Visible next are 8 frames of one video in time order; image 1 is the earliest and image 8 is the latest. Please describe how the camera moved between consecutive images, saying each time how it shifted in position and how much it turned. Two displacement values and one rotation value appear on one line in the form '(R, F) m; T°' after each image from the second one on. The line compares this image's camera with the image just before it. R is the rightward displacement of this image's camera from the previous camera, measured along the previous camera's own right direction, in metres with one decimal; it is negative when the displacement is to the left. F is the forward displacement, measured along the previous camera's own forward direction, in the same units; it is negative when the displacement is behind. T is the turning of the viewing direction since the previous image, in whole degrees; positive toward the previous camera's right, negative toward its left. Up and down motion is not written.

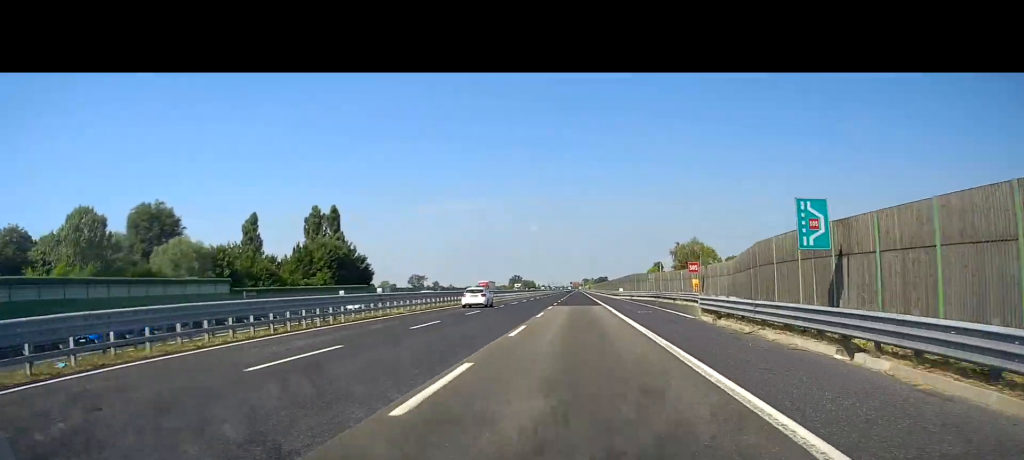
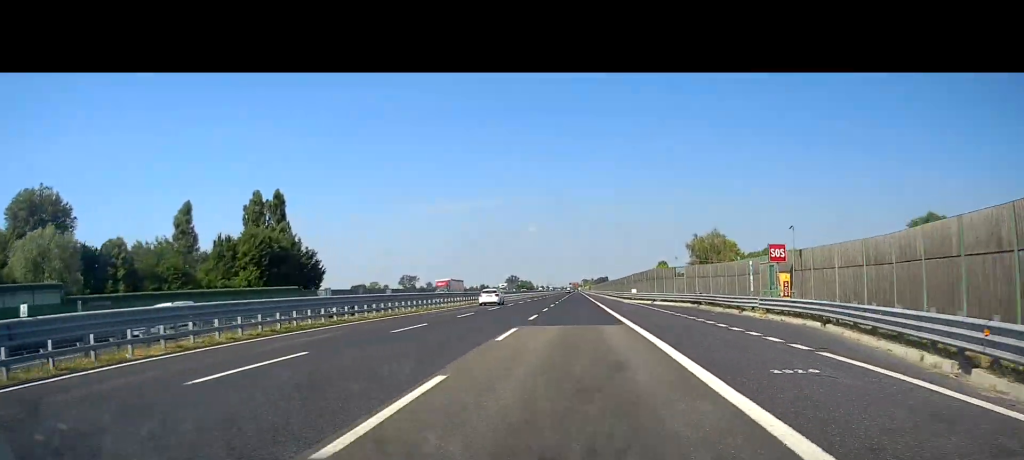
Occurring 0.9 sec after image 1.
(+0.2, +24.5) m; 0°
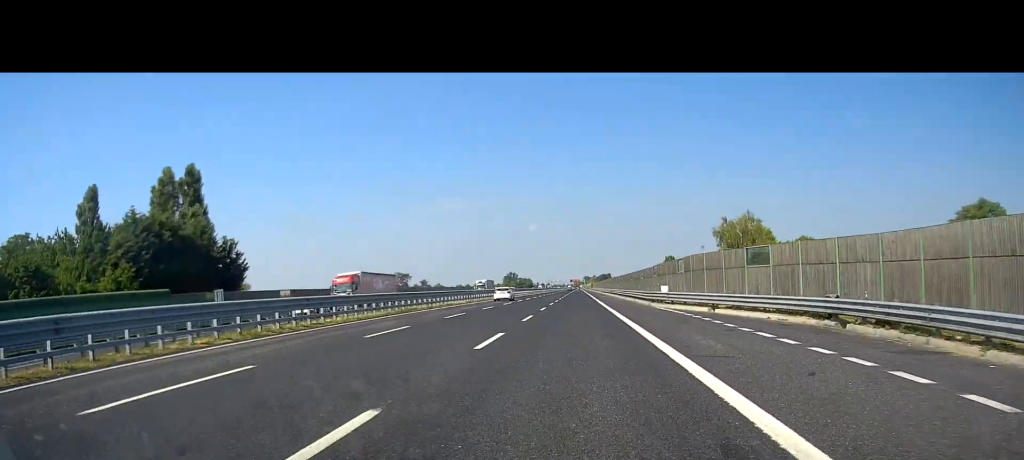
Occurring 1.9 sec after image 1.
(-0.2, +25.4) m; 0°
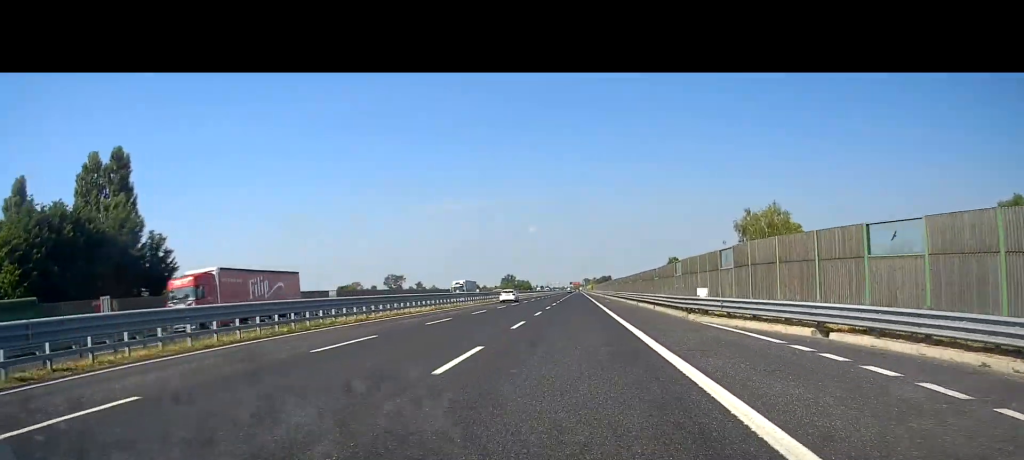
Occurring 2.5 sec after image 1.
(-0.2, +14.8) m; 0°
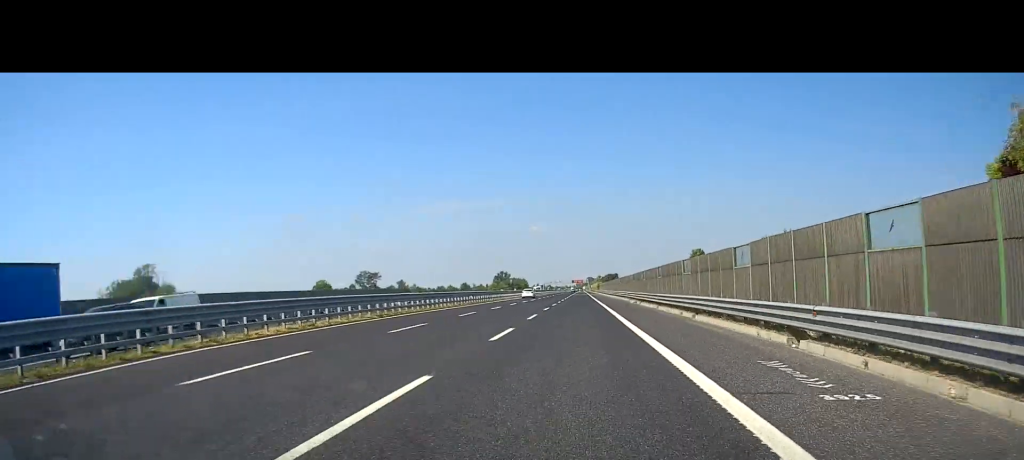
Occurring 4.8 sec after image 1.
(+0.5, +61.9) m; 0°
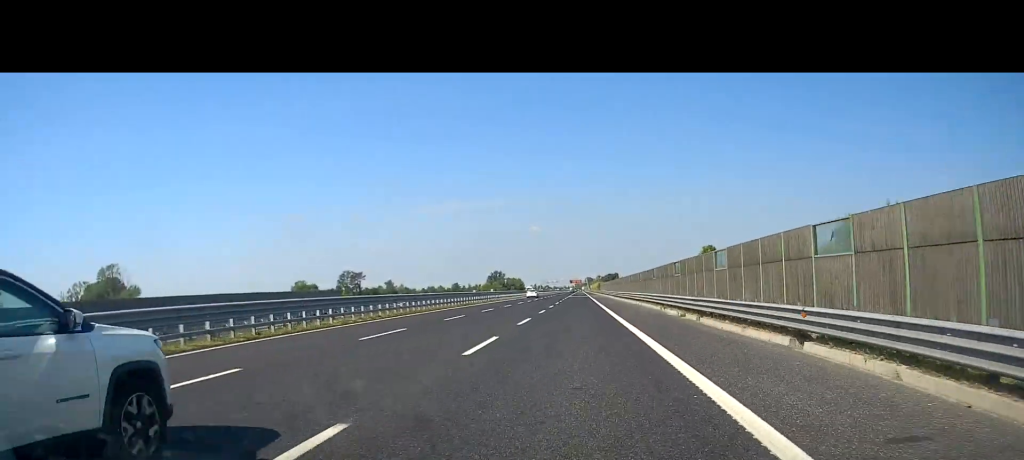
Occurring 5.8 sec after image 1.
(-0.1, +26.3) m; 0°
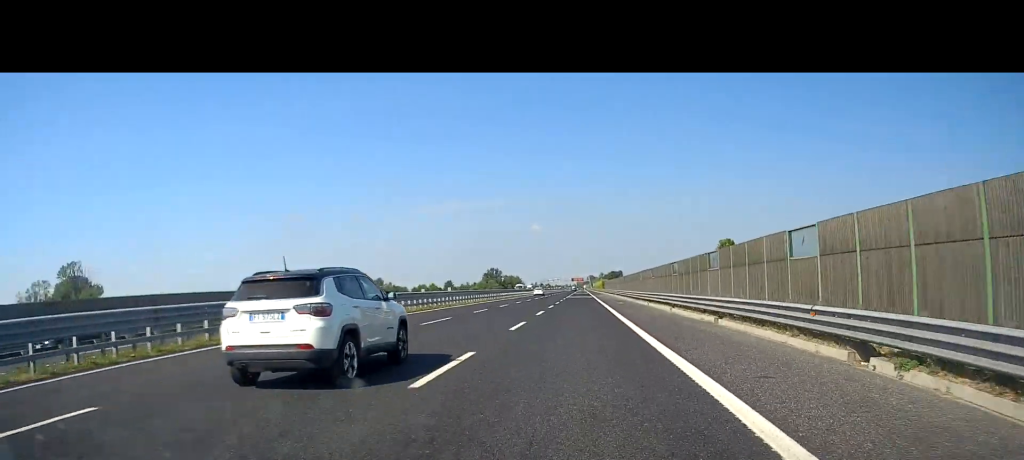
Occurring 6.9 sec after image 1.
(0.0, +27.2) m; 0°
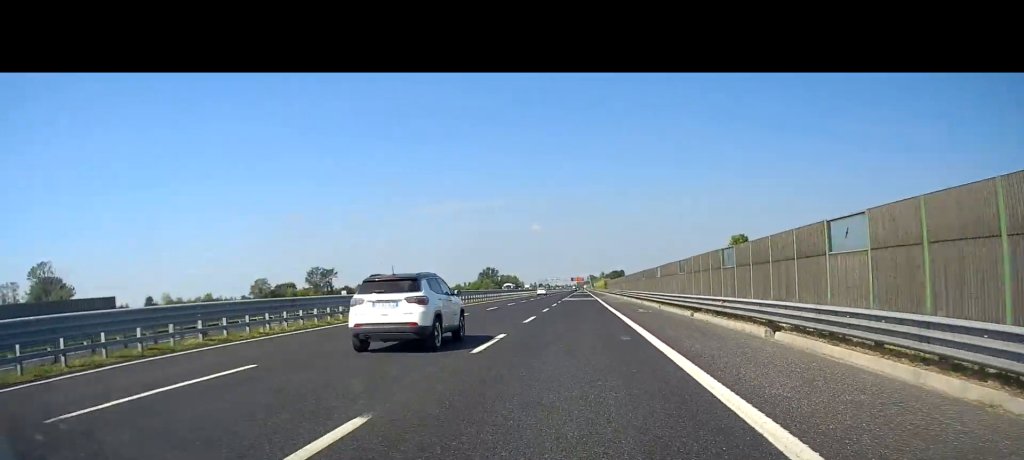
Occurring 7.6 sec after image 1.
(-0.1, +18.5) m; -1°
